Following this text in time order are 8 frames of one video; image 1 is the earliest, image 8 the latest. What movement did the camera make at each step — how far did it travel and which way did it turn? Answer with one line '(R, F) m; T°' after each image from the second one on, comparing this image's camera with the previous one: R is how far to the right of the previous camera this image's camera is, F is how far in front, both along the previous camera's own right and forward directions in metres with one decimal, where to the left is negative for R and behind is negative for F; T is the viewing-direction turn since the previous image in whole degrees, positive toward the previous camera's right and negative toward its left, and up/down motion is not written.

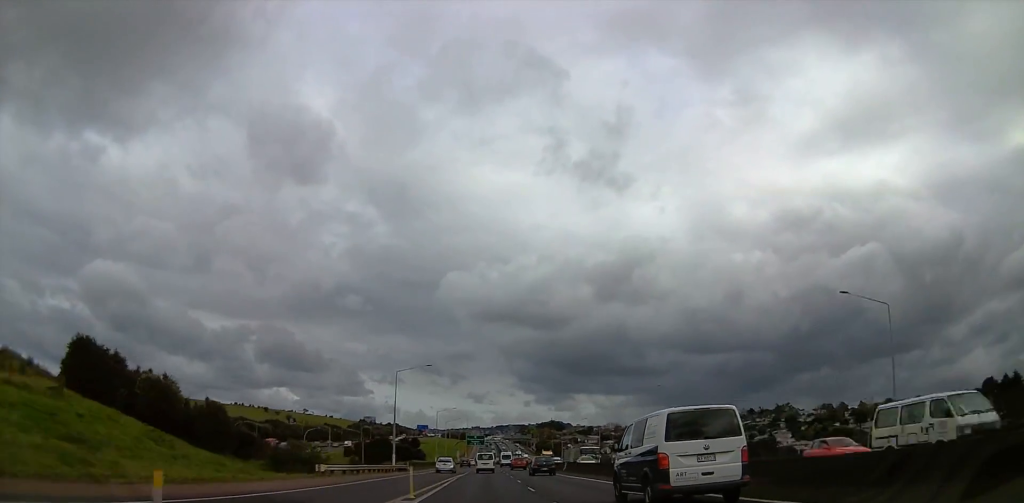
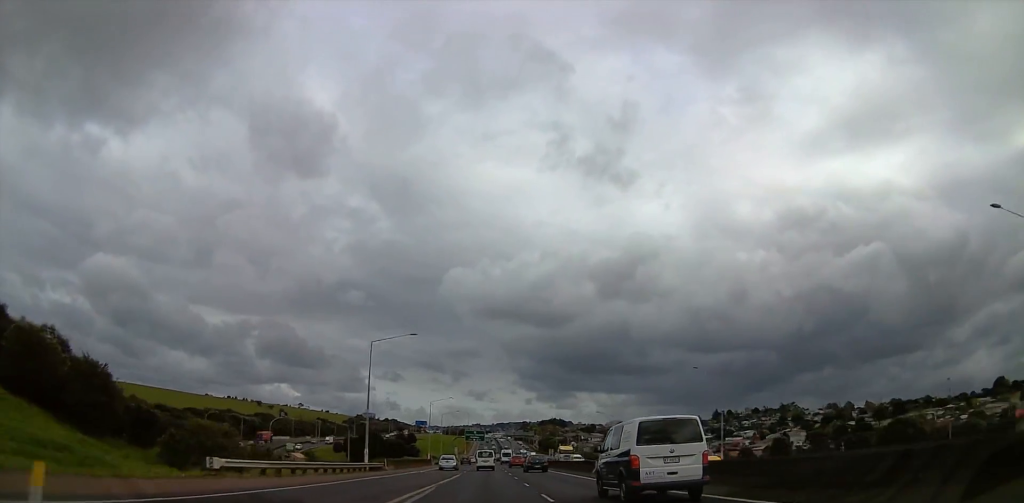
(0.0, +16.7) m; 0°
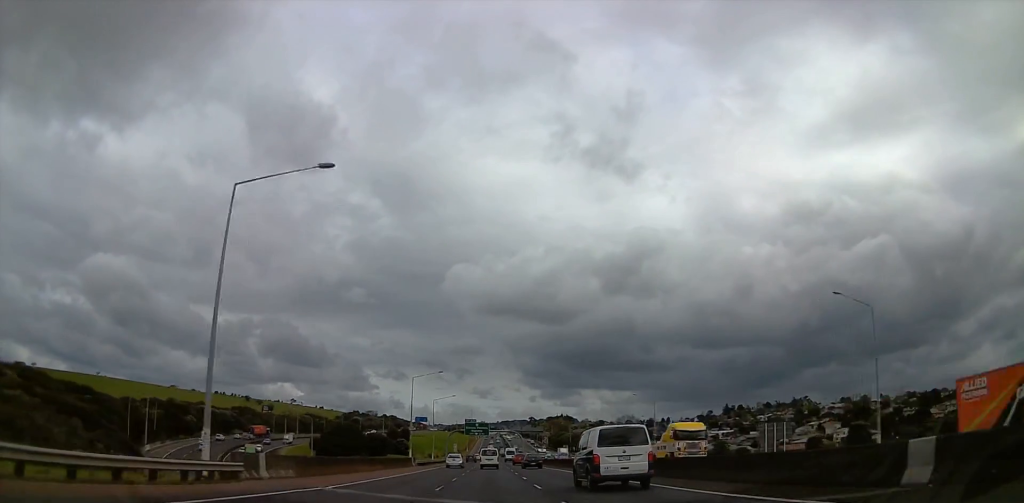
(0.0, +33.8) m; 0°
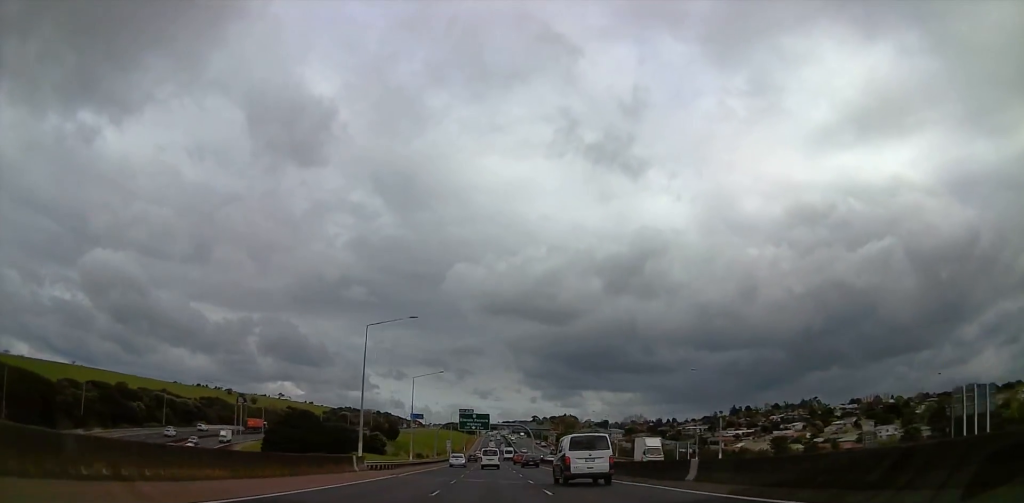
(0.0, +31.7) m; 0°
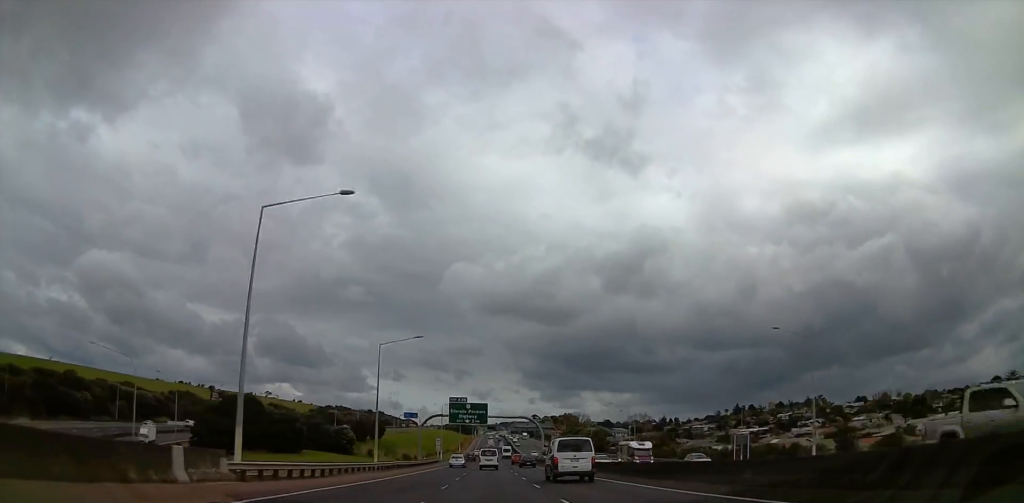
(0.0, +24.3) m; 0°
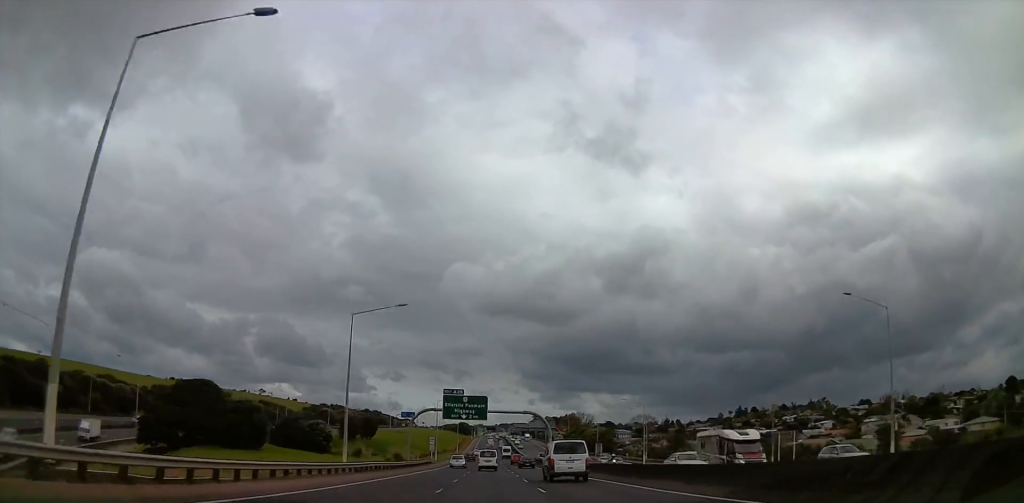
(0.0, +12.2) m; 0°
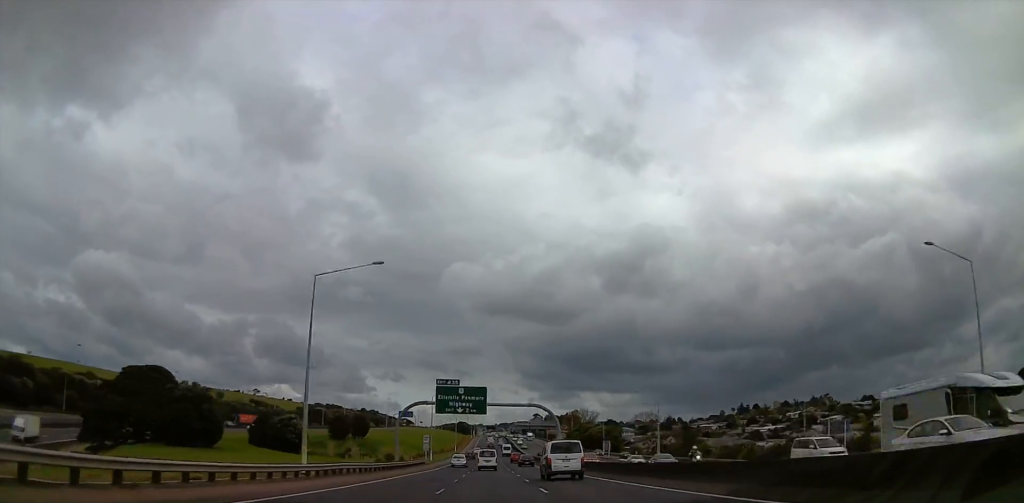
(0.0, +10.5) m; 0°
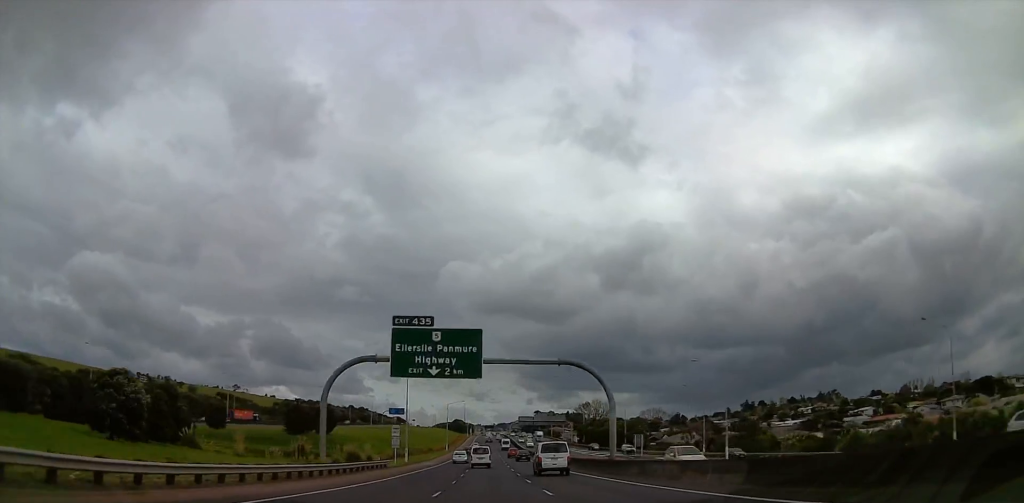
(0.0, +31.9) m; 0°
